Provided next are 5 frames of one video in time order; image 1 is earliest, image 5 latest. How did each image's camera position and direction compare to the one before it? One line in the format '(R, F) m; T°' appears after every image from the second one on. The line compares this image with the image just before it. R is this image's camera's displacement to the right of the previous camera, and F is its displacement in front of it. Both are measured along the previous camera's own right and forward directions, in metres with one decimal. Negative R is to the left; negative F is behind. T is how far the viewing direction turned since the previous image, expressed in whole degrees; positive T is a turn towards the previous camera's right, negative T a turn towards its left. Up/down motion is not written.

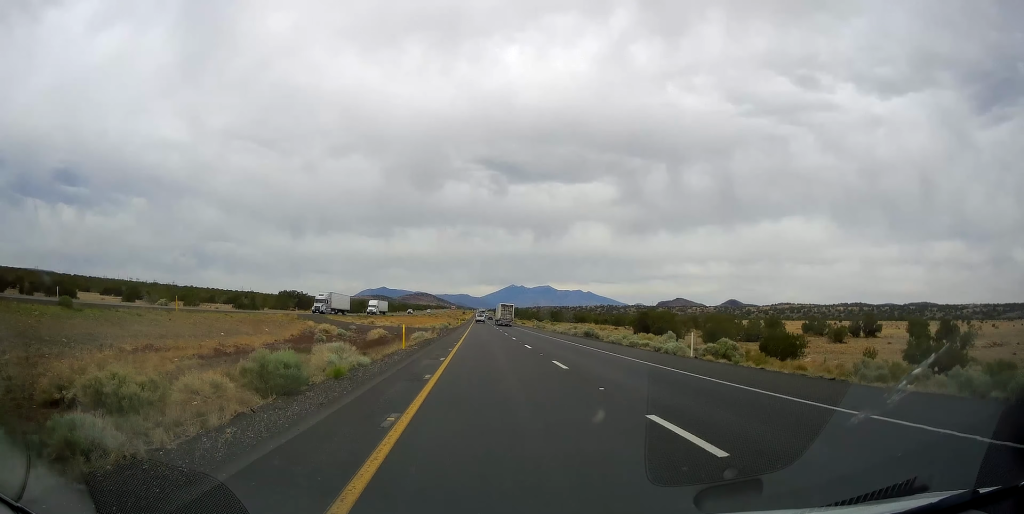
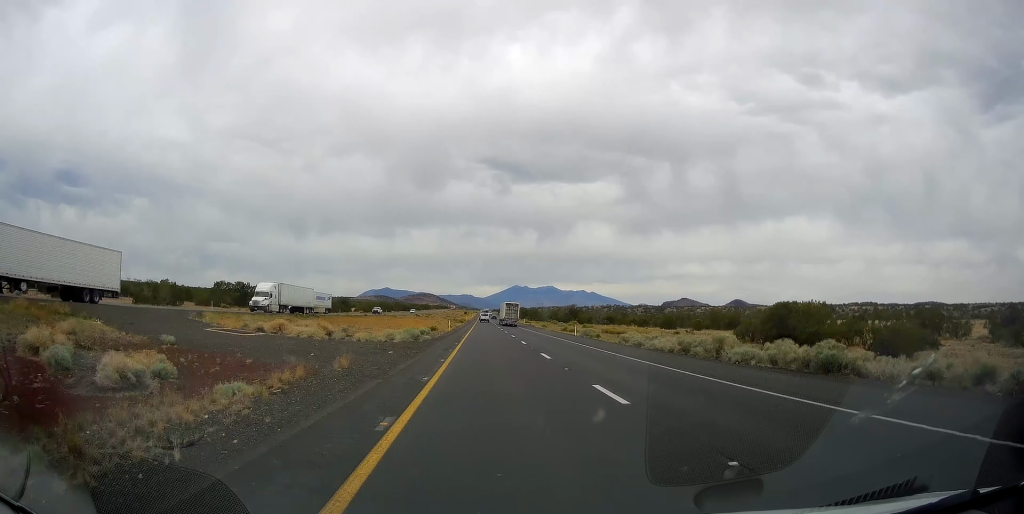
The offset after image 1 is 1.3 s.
(+0.2, +43.7) m; +1°
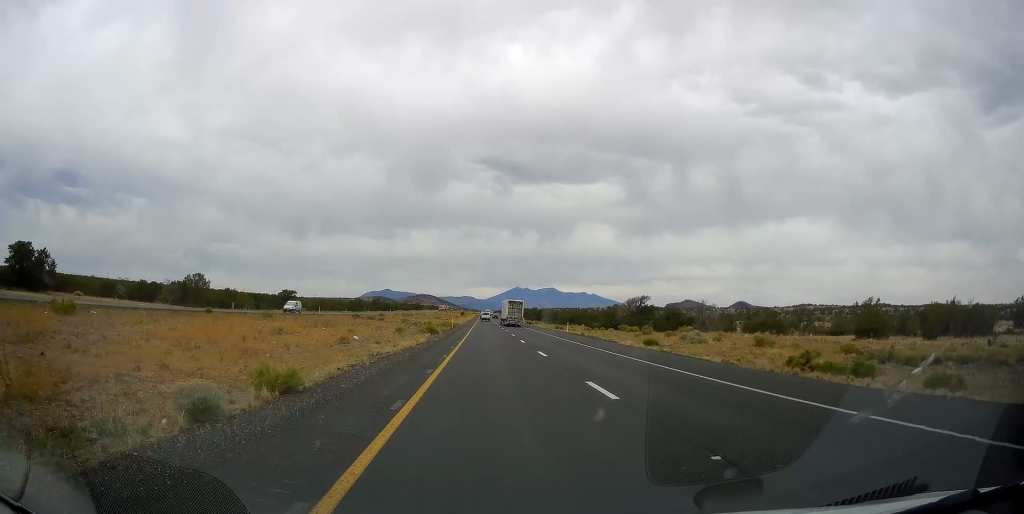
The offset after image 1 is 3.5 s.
(-0.4, +72.1) m; -1°
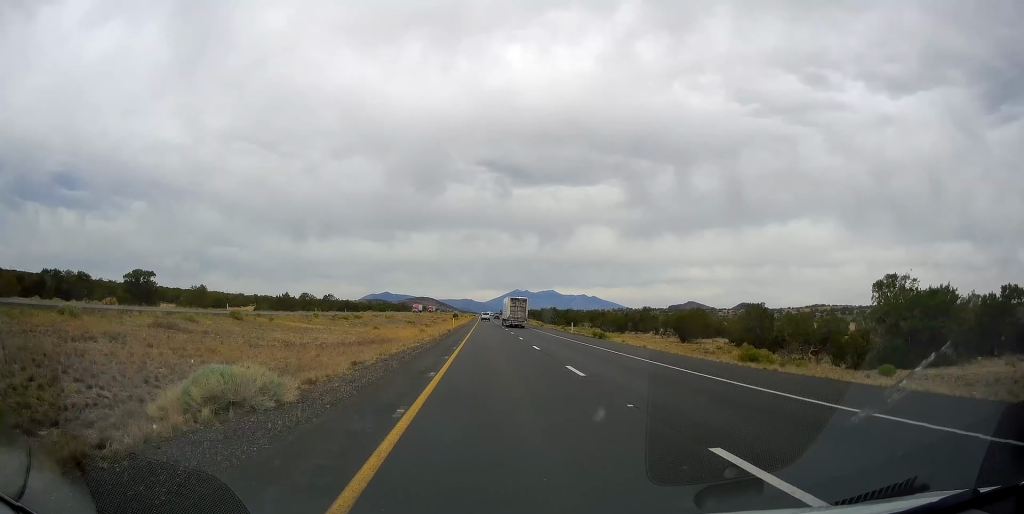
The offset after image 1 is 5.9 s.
(+0.1, +81.0) m; 0°
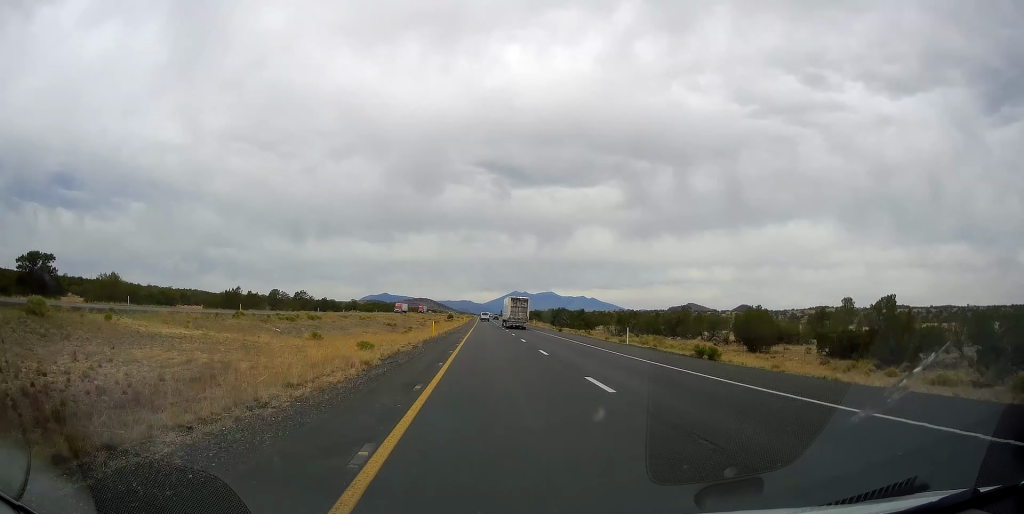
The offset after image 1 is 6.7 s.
(+0.1, +27.7) m; 0°
